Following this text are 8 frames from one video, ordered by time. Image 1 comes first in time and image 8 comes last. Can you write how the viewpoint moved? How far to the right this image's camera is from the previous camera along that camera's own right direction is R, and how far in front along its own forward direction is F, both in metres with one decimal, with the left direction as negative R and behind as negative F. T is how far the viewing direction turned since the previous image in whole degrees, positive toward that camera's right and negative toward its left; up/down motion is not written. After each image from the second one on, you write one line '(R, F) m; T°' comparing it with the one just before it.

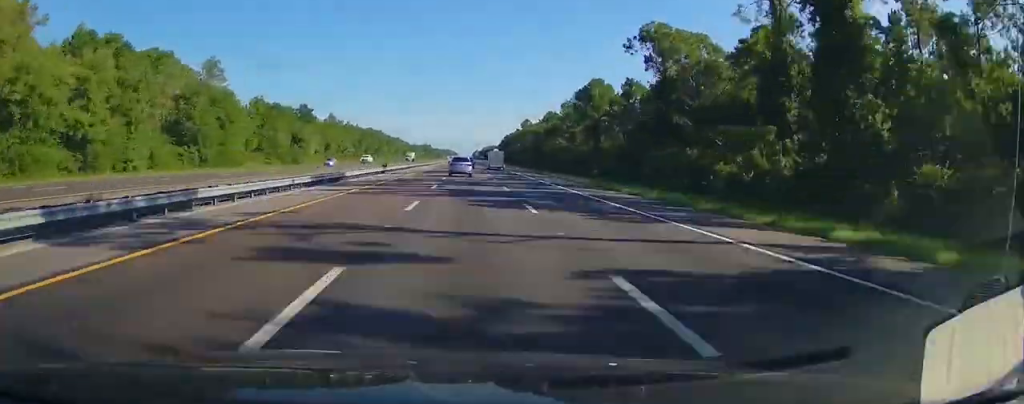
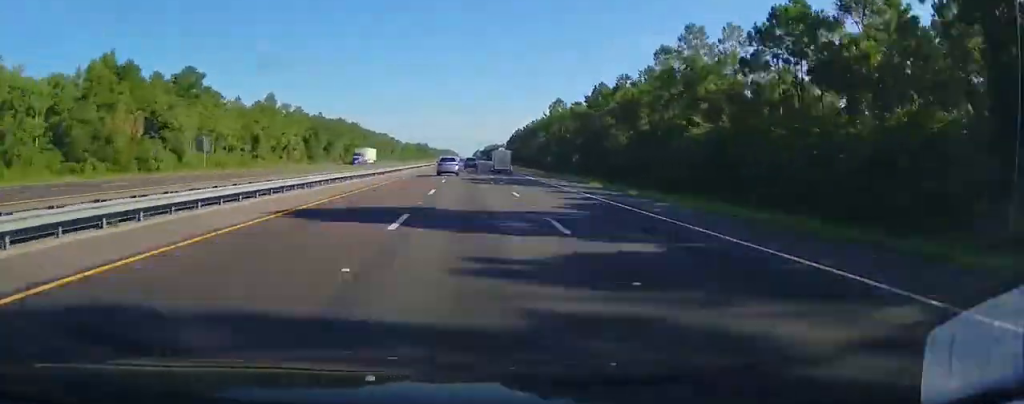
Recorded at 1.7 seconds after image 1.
(0.0, +64.5) m; 0°
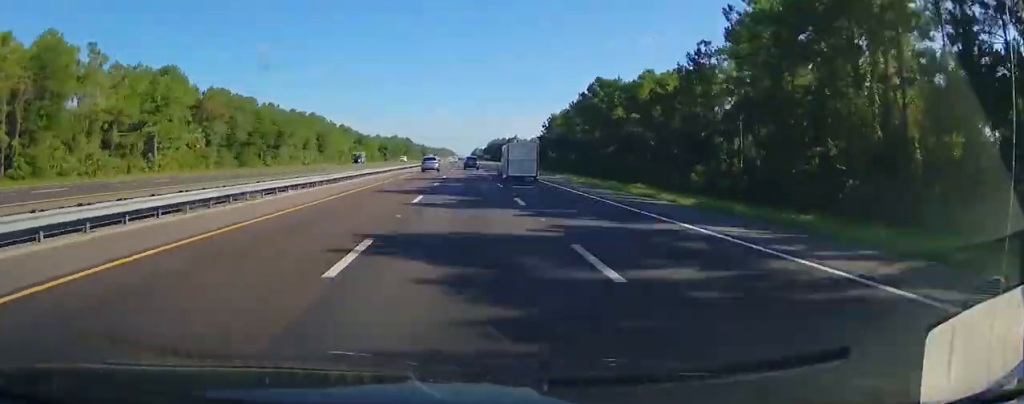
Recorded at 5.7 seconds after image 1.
(0.0, +149.0) m; 0°
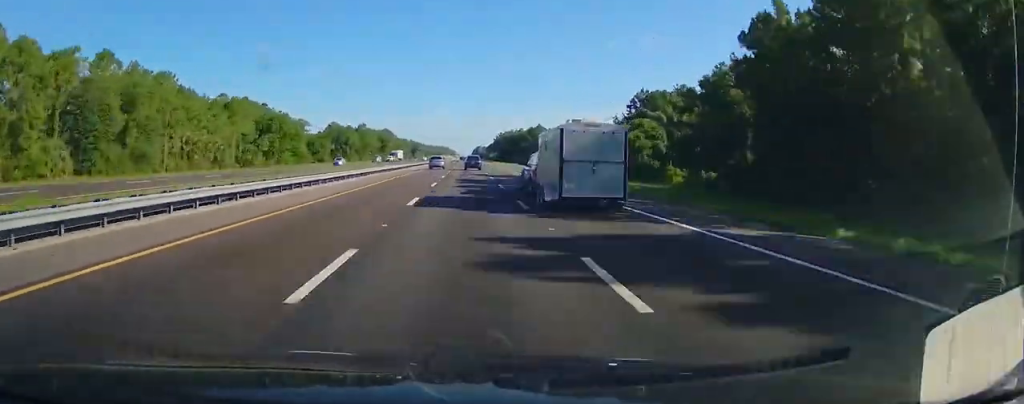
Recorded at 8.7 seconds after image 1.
(+0.2, +109.2) m; 0°
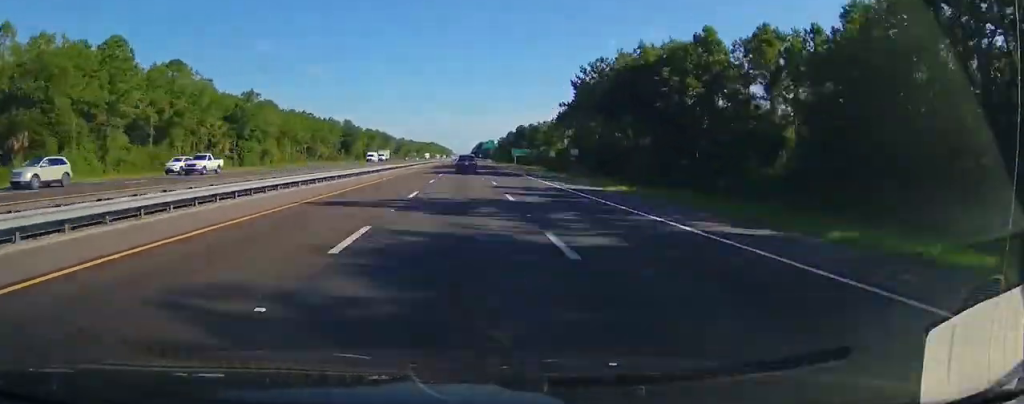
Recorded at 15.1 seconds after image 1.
(-0.3, +237.3) m; 0°
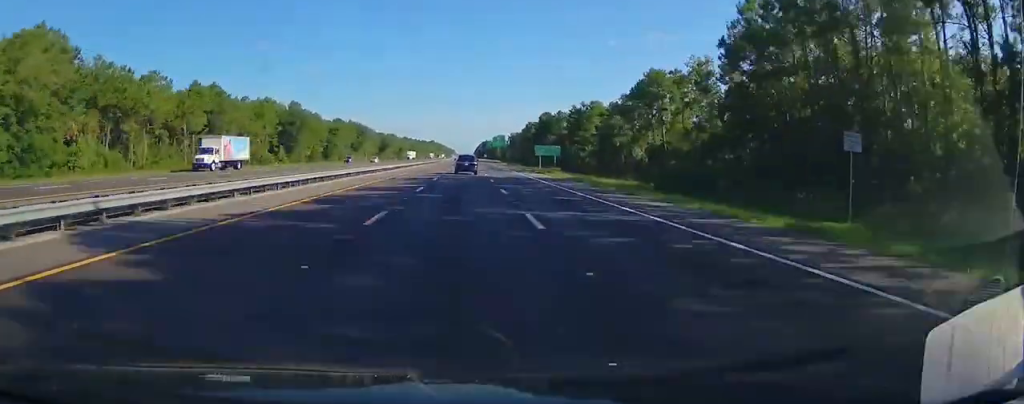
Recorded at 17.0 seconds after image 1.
(+0.4, +69.0) m; 0°
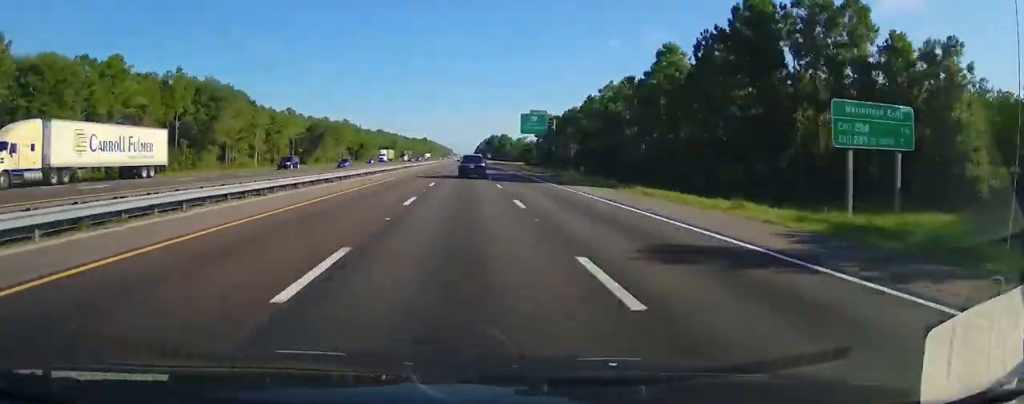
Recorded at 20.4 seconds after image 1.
(-0.3, +127.6) m; 0°
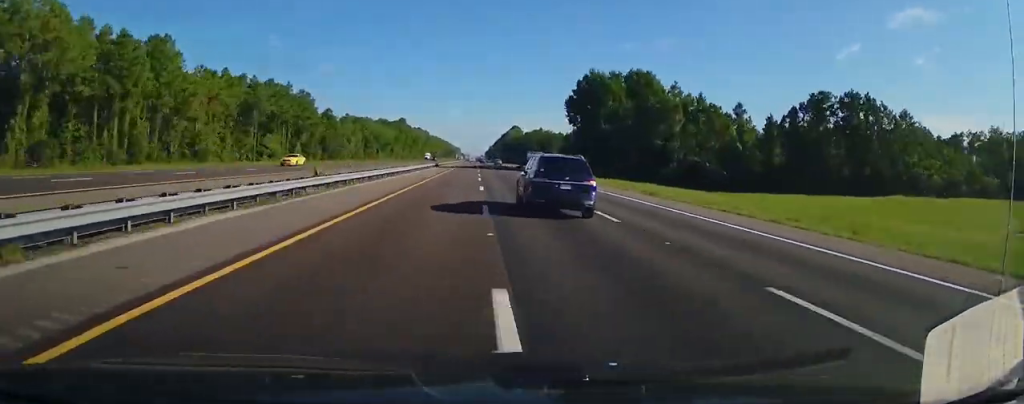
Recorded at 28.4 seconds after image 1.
(-2.0, +293.6) m; 0°
